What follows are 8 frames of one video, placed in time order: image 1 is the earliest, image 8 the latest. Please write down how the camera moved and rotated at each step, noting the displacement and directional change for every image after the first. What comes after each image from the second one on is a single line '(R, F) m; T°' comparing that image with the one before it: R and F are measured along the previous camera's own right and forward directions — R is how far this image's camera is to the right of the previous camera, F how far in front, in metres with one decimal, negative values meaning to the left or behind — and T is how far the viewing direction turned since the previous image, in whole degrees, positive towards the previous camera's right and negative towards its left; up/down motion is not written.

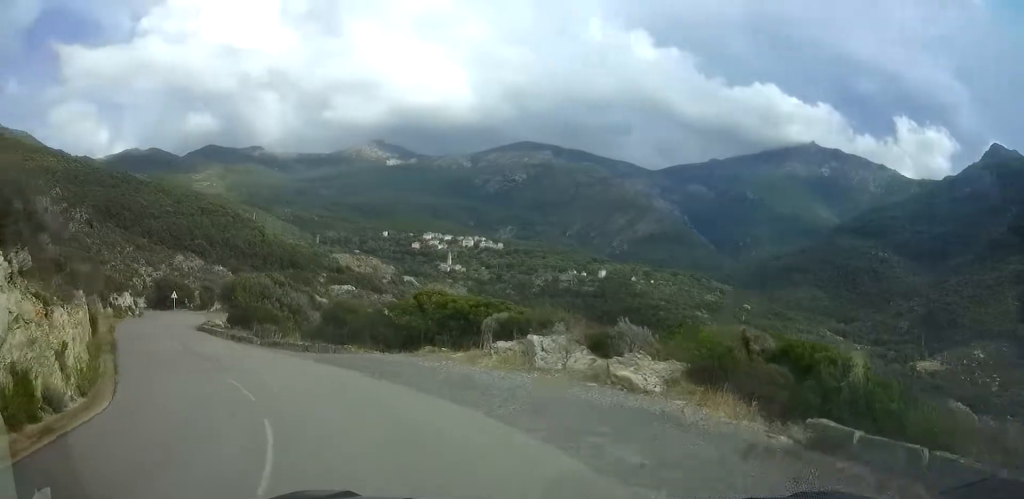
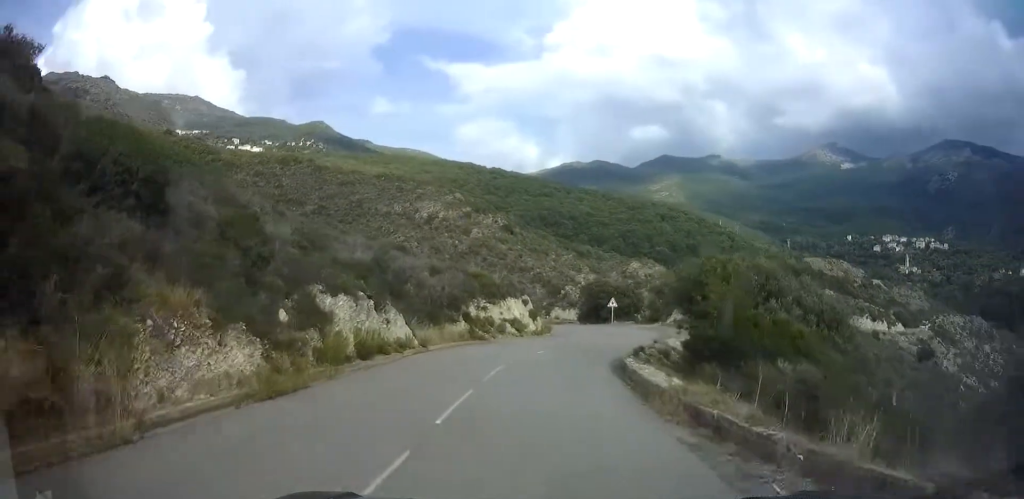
(-8.7, +14.6) m; -58°
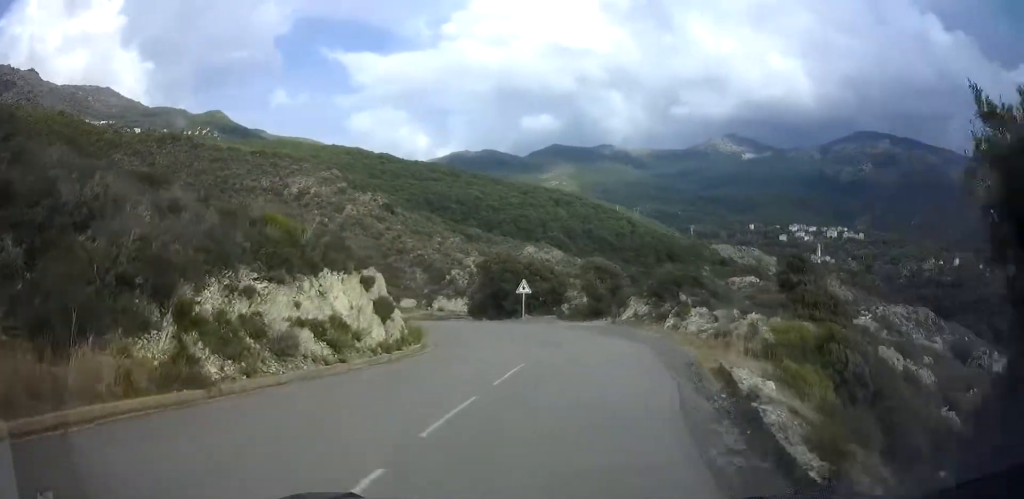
(+1.6, +19.9) m; +13°
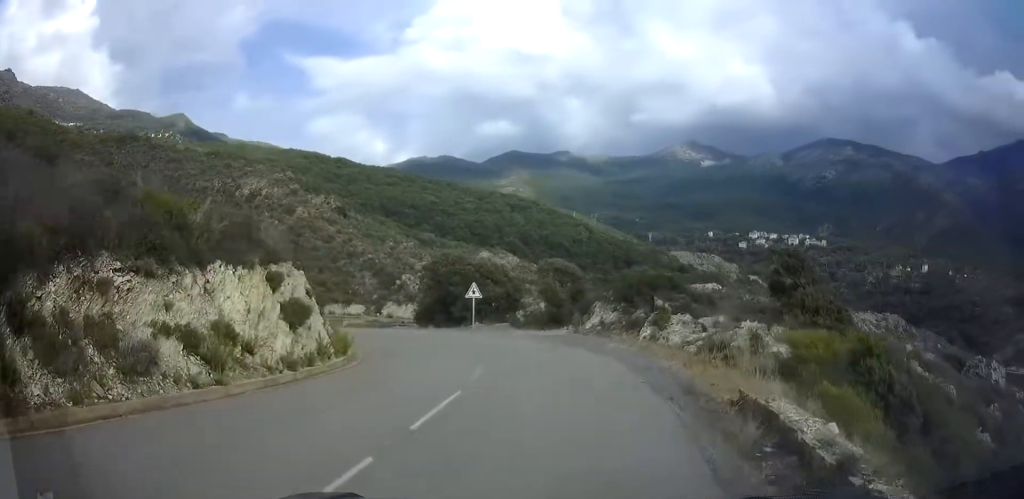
(0.0, +4.0) m; -1°
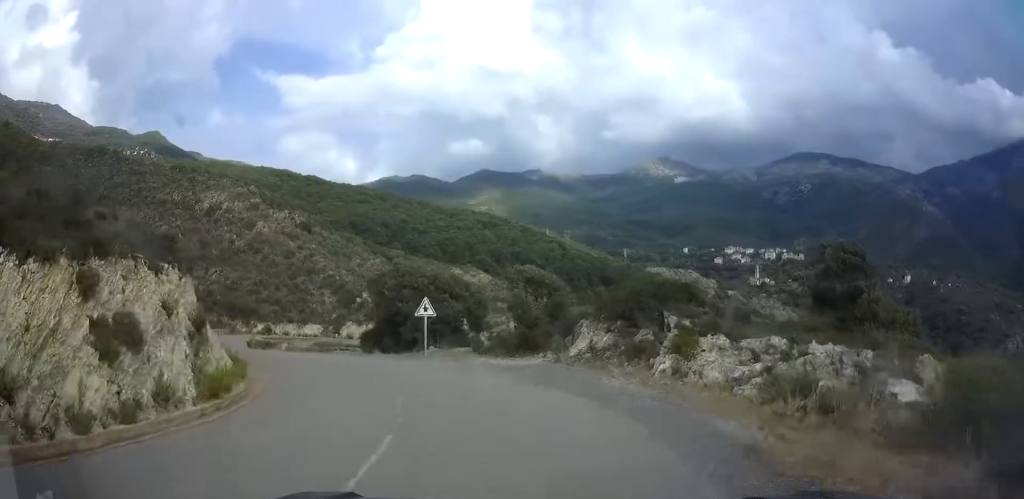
(+0.1, +6.6) m; -2°
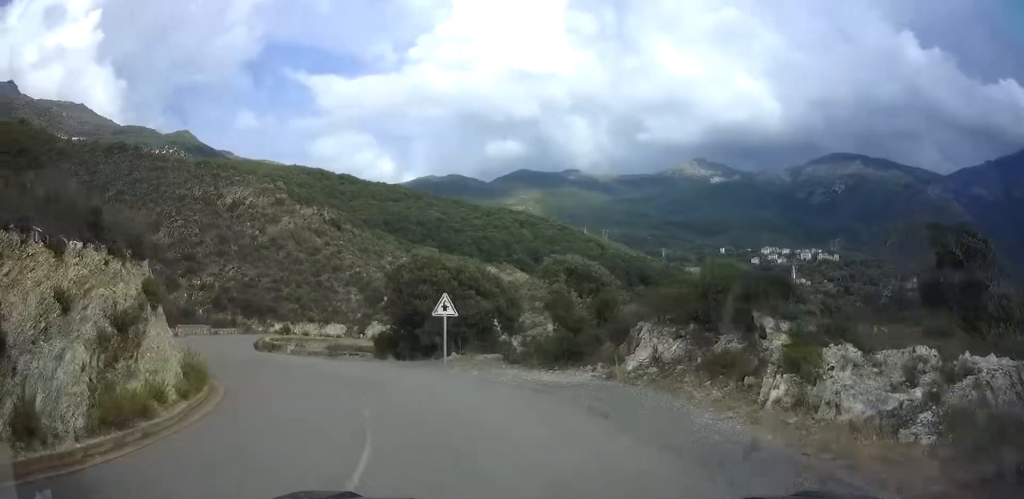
(-0.1, +4.7) m; -5°
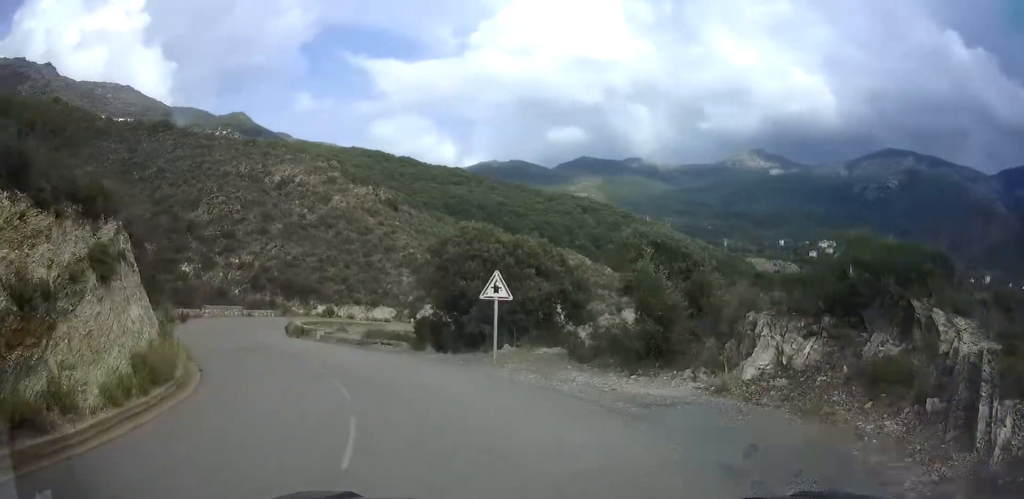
(+0.2, +4.3) m; -4°
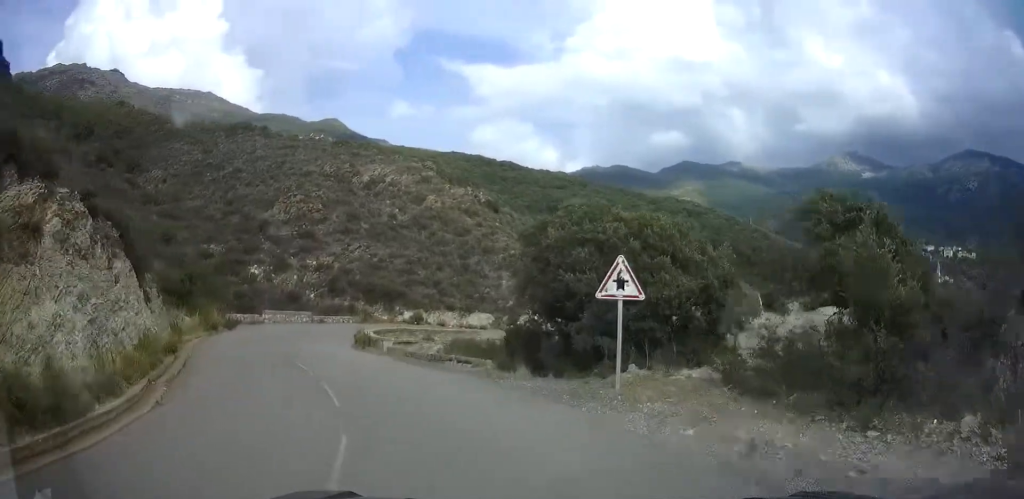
(-0.7, +5.9) m; -7°
